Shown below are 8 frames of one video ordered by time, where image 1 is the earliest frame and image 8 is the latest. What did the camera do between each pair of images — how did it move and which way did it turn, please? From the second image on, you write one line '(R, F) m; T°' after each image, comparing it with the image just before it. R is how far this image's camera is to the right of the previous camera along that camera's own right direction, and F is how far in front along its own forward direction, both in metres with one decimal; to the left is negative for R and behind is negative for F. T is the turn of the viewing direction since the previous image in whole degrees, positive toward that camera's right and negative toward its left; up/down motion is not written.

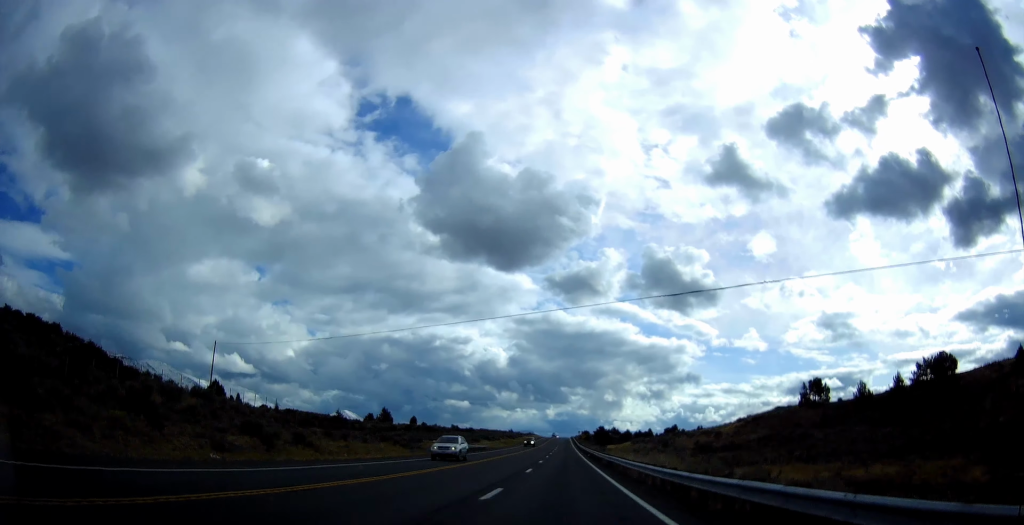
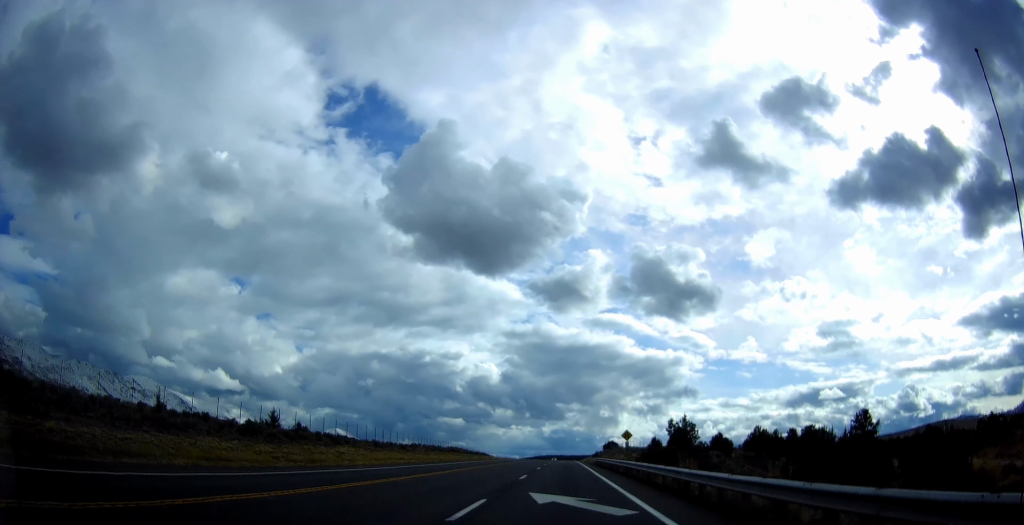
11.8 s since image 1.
(-7.4, +305.9) m; -1°
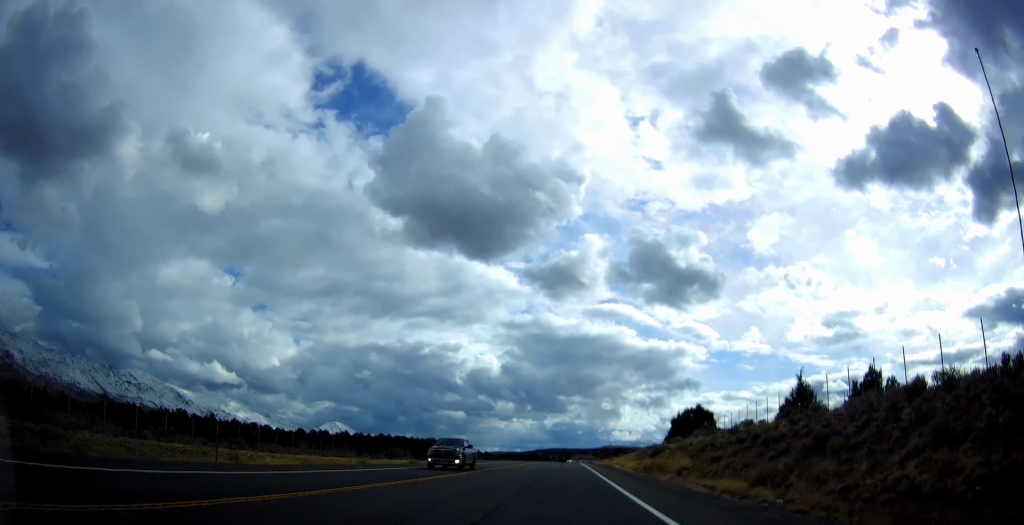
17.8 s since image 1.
(+0.2, +154.9) m; 0°
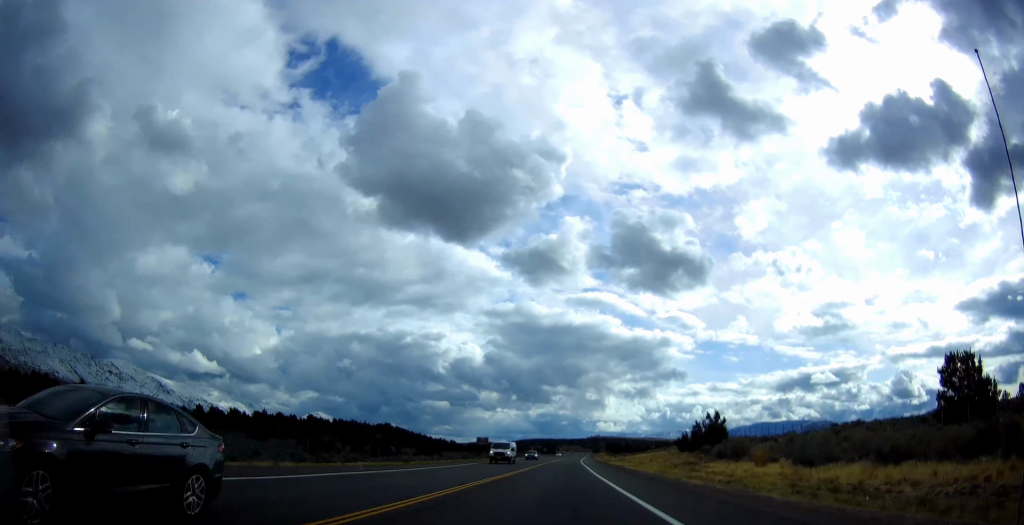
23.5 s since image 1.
(+0.9, +148.4) m; +1°
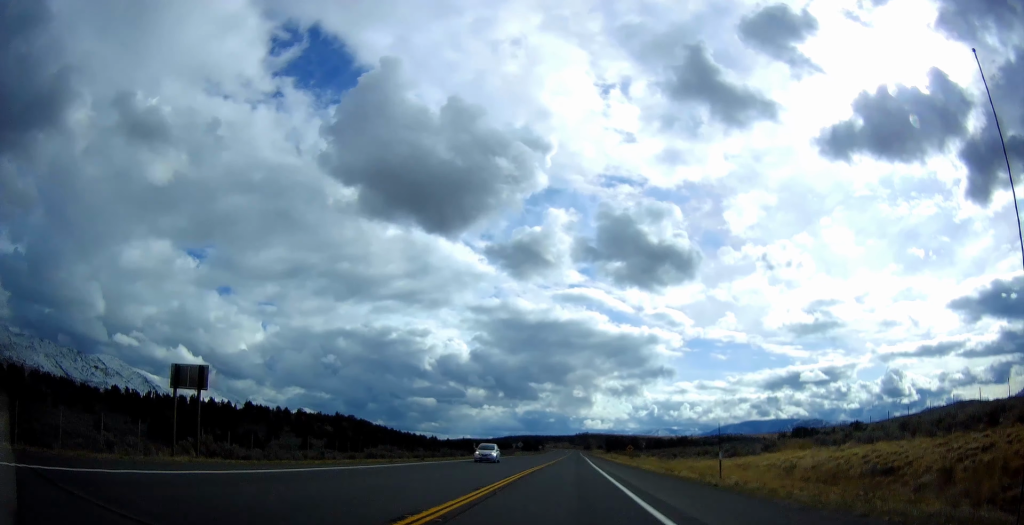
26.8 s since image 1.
(+0.1, +83.9) m; +1°
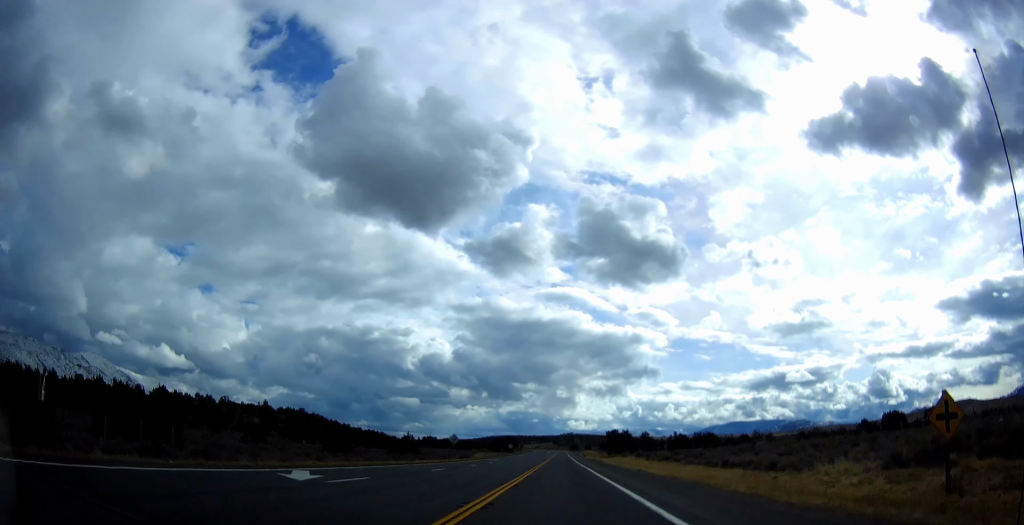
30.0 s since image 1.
(+1.3, +83.9) m; +1°
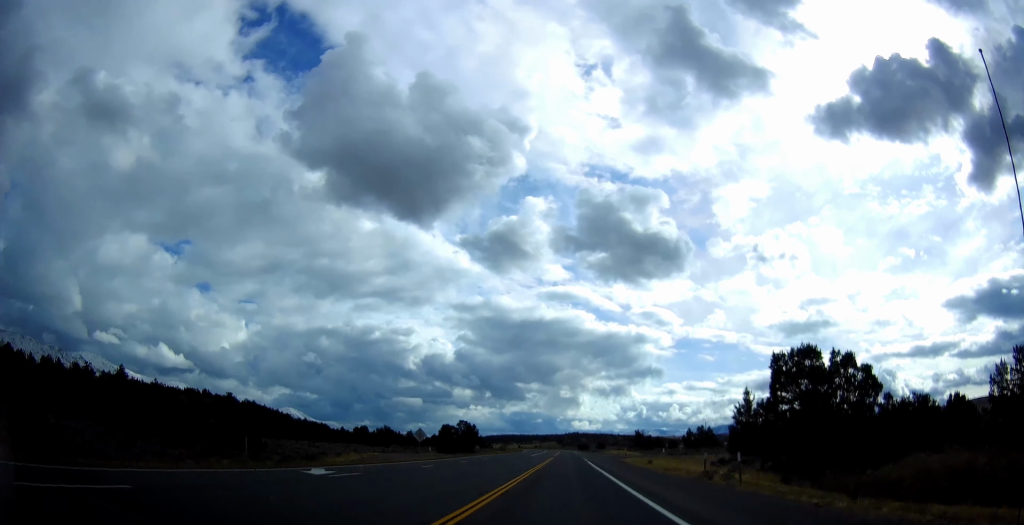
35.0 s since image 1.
(+0.9, +129.2) m; 0°
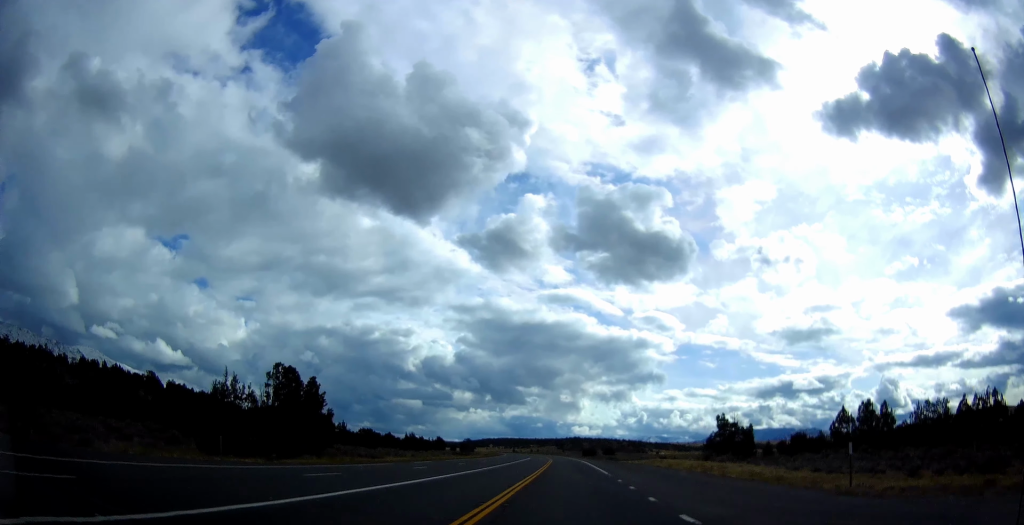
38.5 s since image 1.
(+0.4, +90.6) m; -1°
